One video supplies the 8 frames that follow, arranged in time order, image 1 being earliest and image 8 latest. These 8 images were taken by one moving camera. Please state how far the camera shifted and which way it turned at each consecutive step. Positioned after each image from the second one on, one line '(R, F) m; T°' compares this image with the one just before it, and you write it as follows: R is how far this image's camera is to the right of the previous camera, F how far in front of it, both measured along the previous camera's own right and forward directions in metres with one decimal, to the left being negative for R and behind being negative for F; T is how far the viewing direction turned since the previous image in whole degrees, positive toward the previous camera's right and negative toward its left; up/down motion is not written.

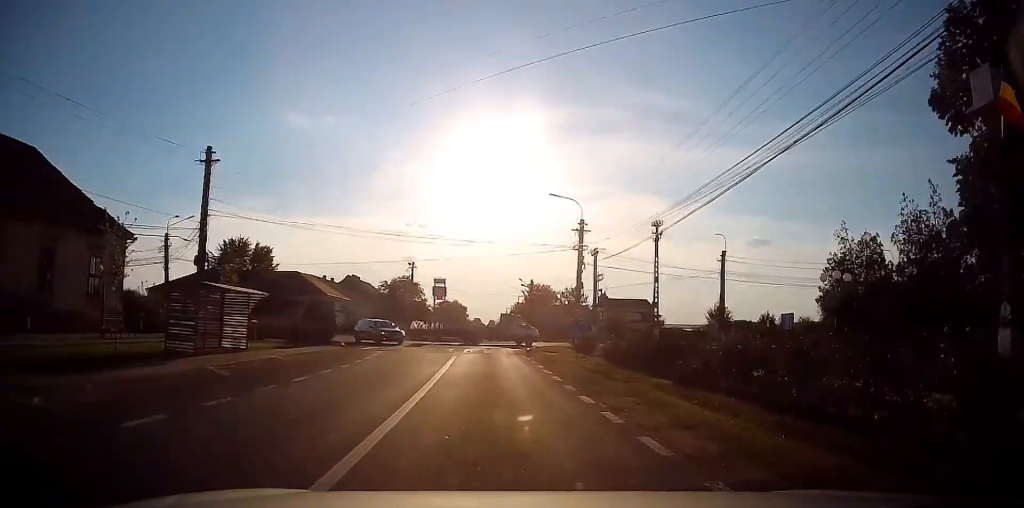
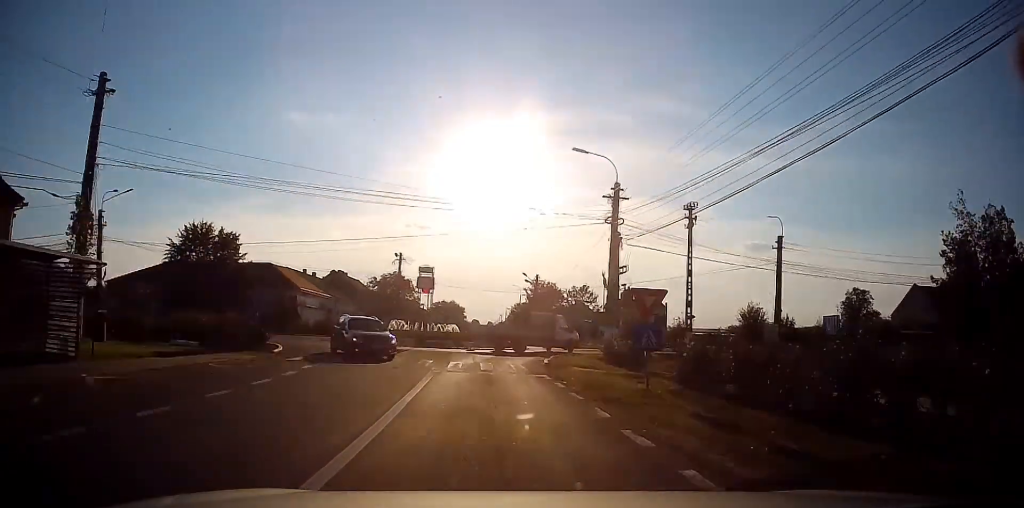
(+0.2, +9.9) m; -1°
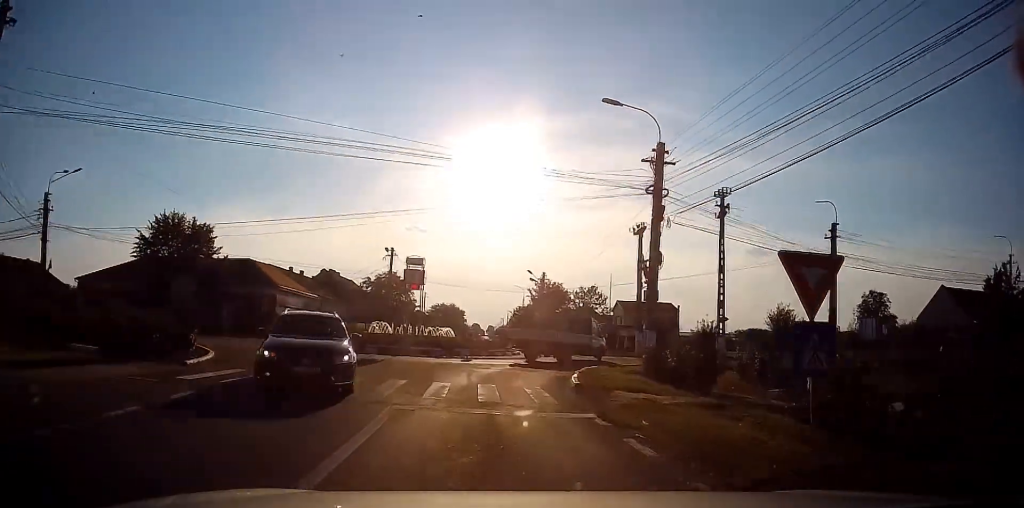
(-0.2, +6.0) m; 0°
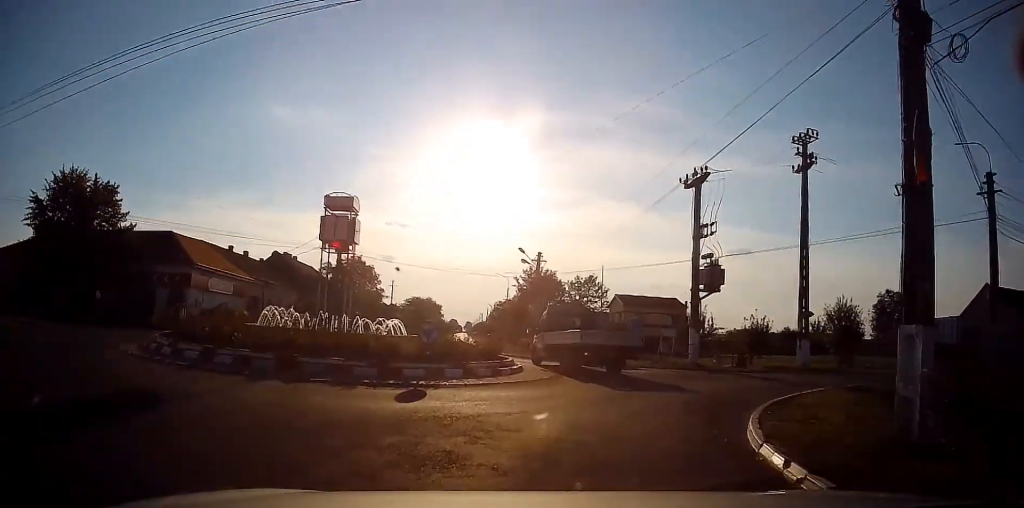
(+0.3, +14.5) m; +5°
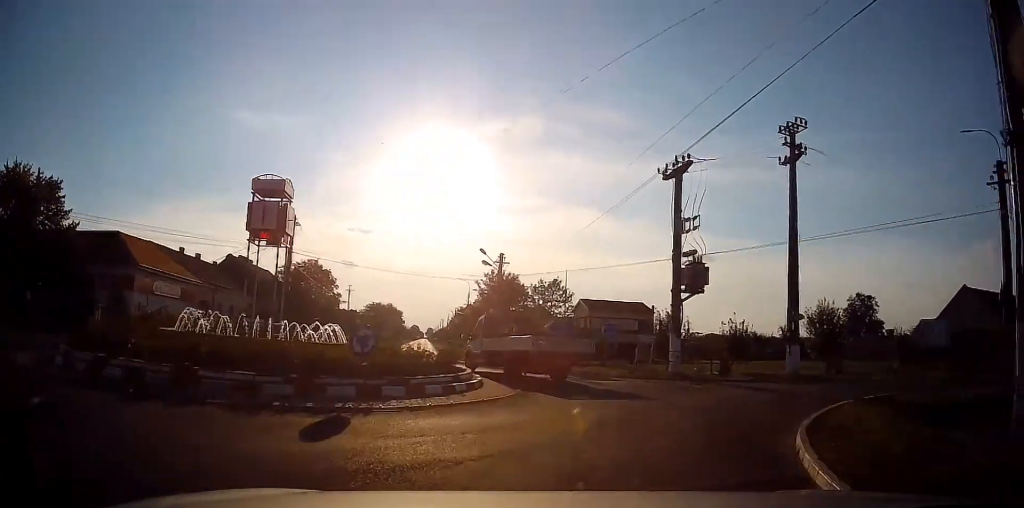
(0.0, +3.0) m; +5°
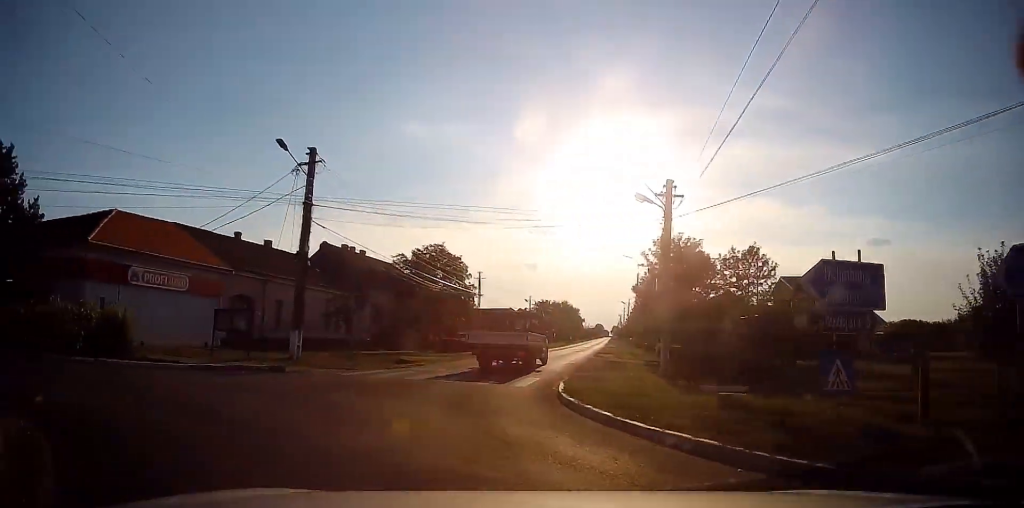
(+0.6, +18.5) m; -32°
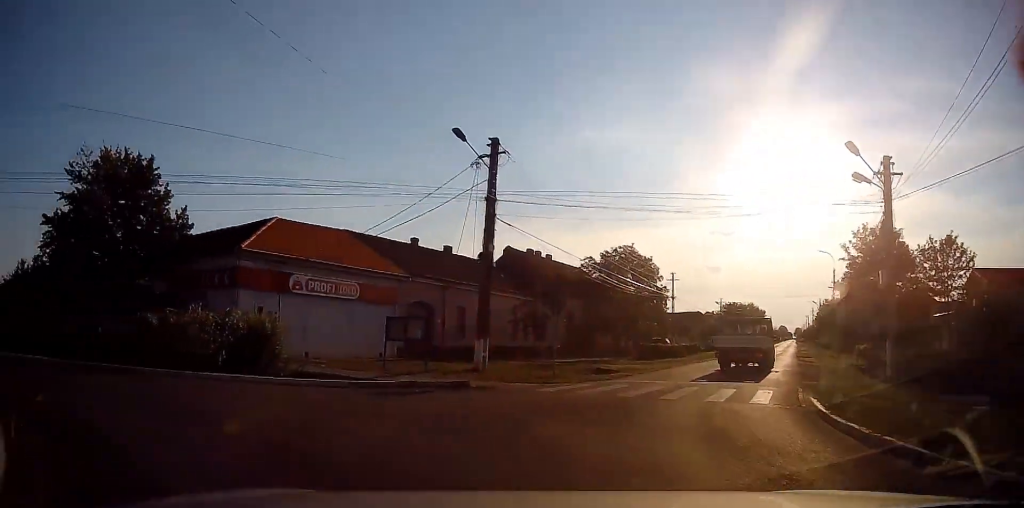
(-0.6, +2.7) m; -19°
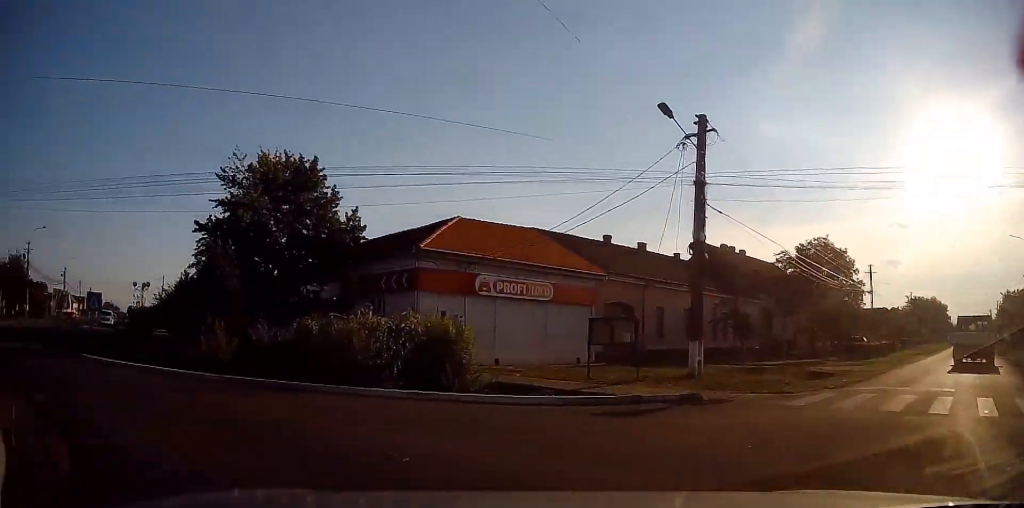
(-0.2, +2.6) m; -18°
